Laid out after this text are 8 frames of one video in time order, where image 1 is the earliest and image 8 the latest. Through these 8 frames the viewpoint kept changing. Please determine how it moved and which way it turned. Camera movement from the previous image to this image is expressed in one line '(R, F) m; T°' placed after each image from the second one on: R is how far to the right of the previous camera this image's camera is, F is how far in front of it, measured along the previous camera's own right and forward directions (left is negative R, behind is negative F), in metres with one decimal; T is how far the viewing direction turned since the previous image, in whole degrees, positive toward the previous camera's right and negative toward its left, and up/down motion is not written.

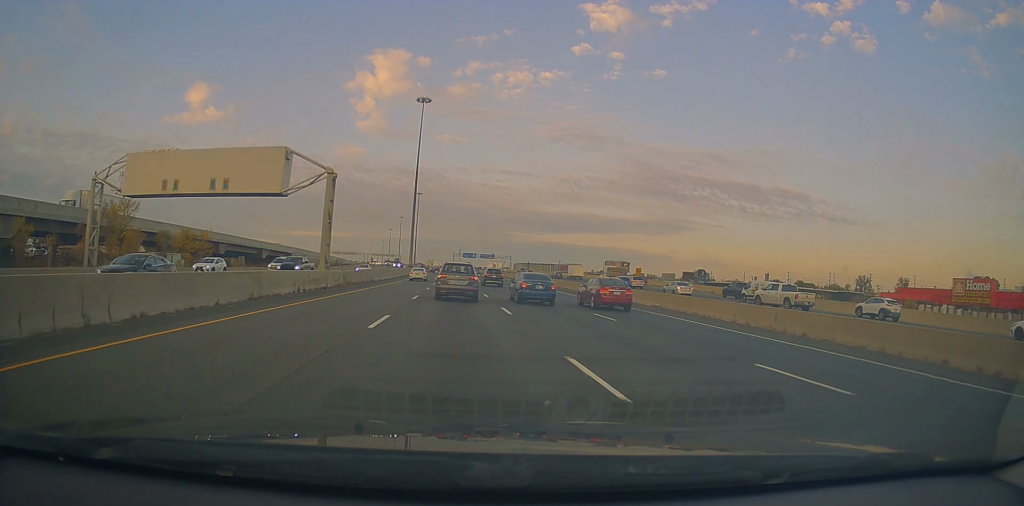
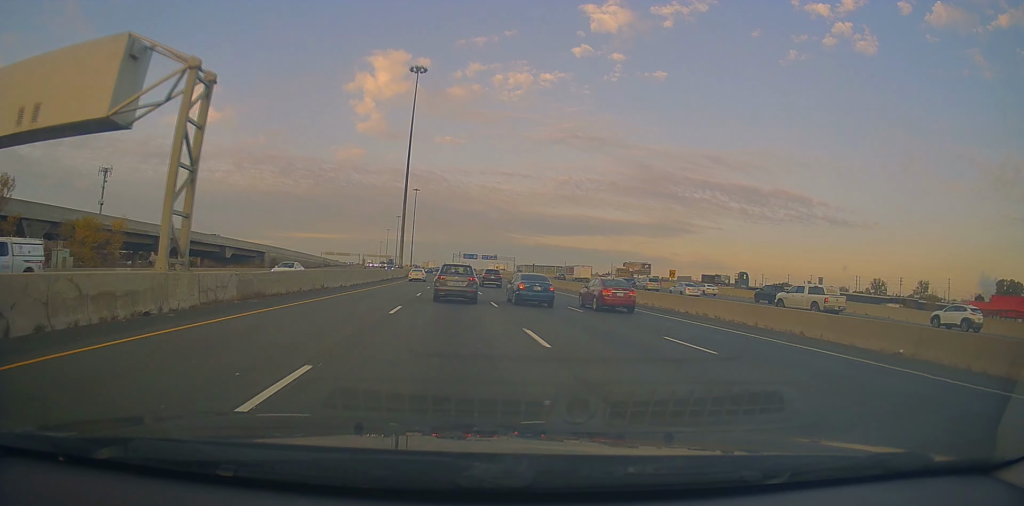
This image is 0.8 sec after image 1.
(0.0, +20.1) m; -1°
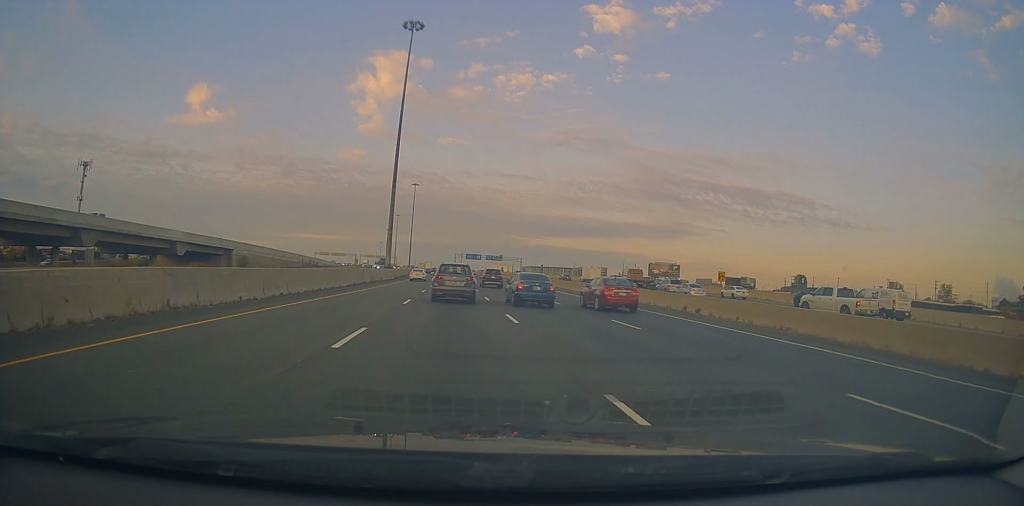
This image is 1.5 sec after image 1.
(-0.1, +19.6) m; -1°
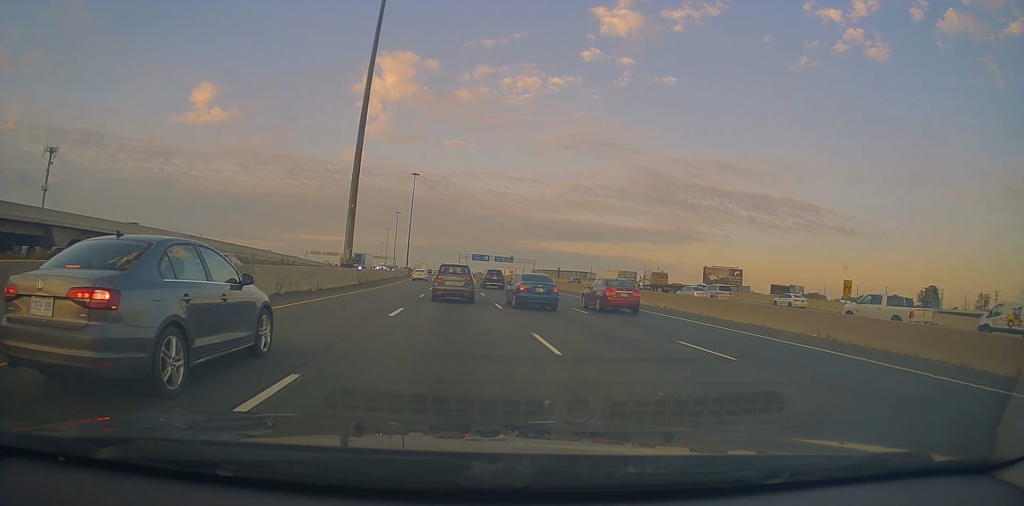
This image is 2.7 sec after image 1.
(-0.2, +29.7) m; 0°
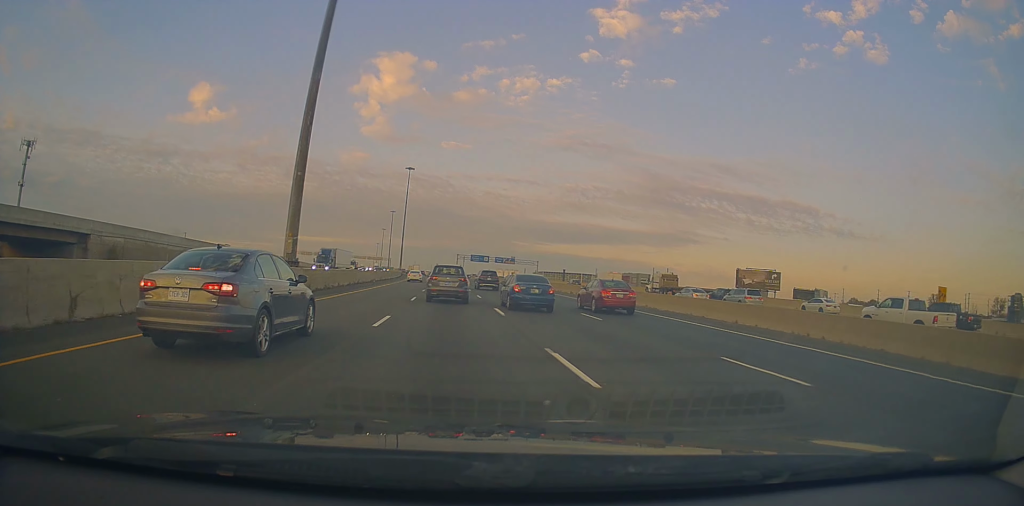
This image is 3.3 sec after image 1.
(+0.2, +14.8) m; +1°
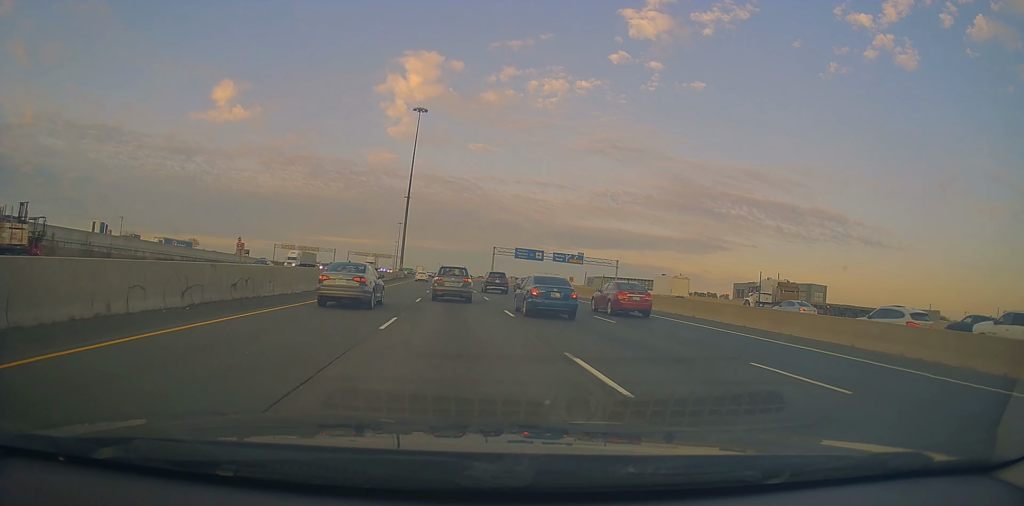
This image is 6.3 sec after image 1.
(-1.1, +73.1) m; -2°
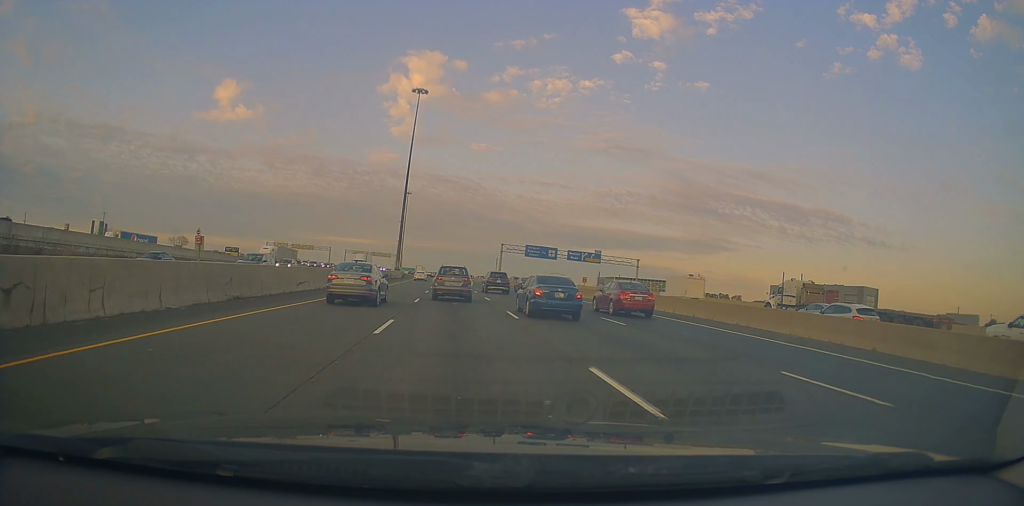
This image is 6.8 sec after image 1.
(-0.5, +13.1) m; -1°
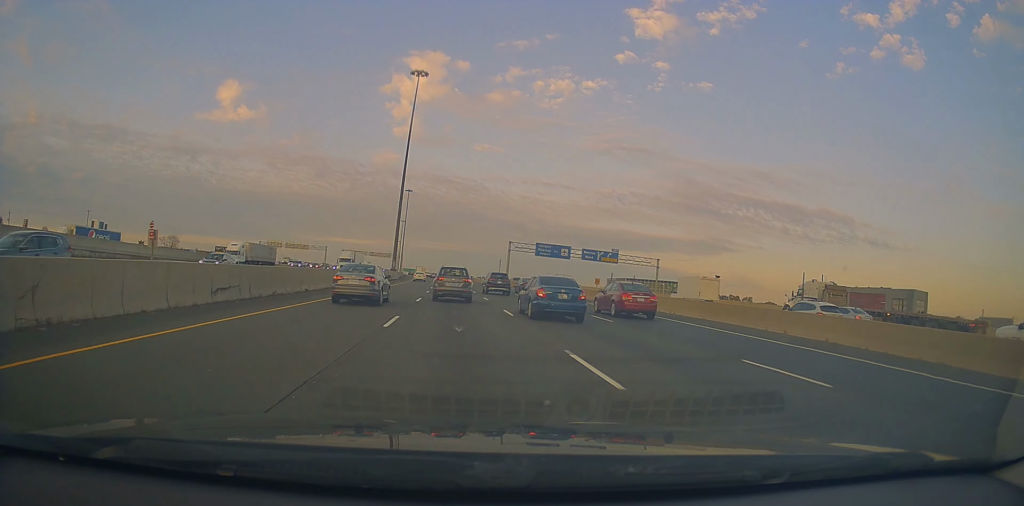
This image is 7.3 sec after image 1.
(-0.3, +10.7) m; -1°
